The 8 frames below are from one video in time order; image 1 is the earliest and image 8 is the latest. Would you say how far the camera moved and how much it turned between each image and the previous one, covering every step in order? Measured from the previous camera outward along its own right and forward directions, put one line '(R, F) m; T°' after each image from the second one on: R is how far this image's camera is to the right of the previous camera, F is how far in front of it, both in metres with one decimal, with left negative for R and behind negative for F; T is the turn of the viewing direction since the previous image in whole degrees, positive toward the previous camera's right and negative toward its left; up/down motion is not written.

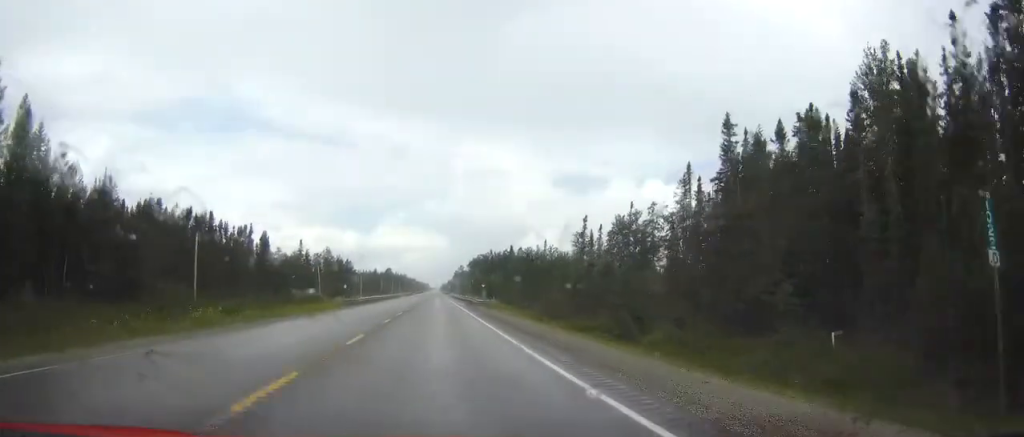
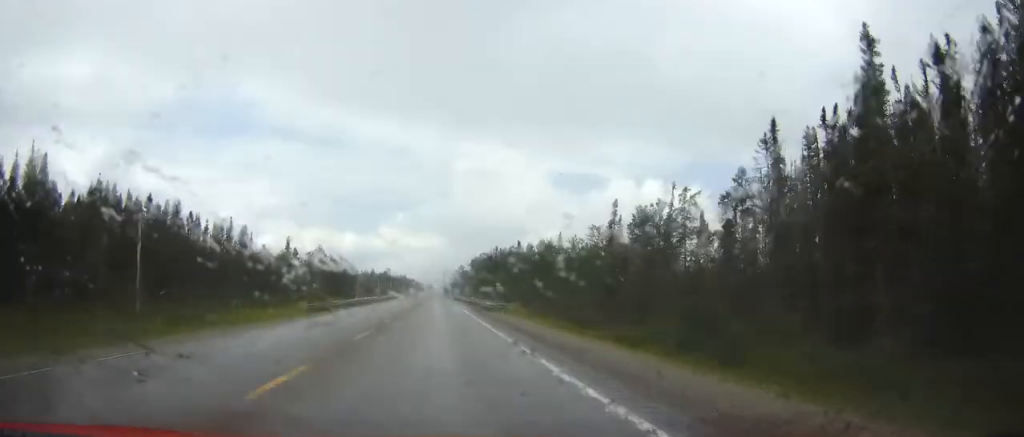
(0.0, +16.6) m; 0°
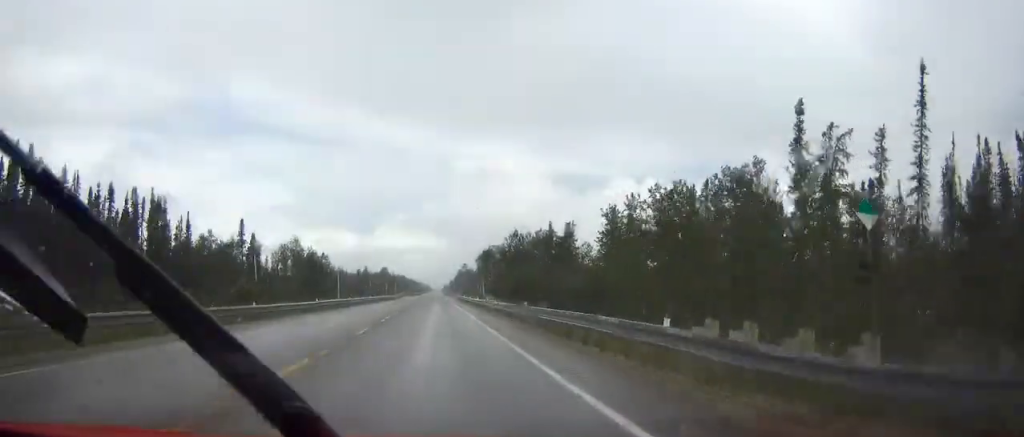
(-0.2, +43.5) m; 0°
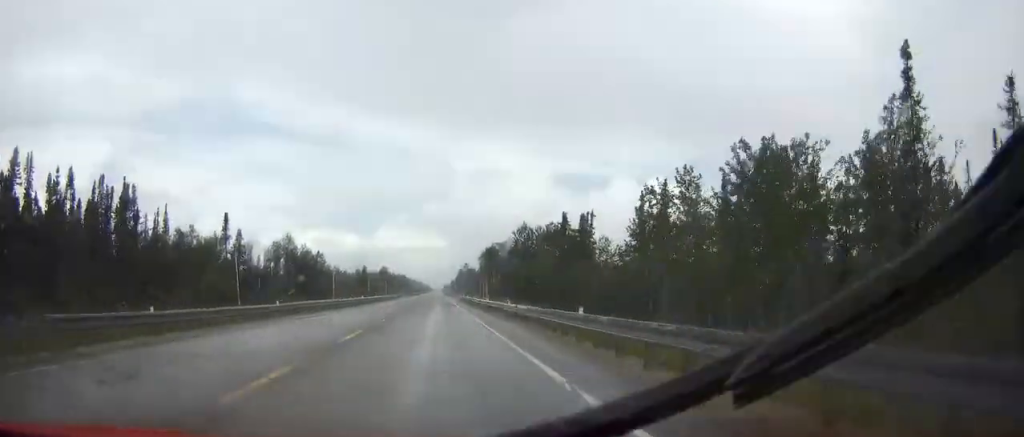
(0.0, +11.1) m; 0°
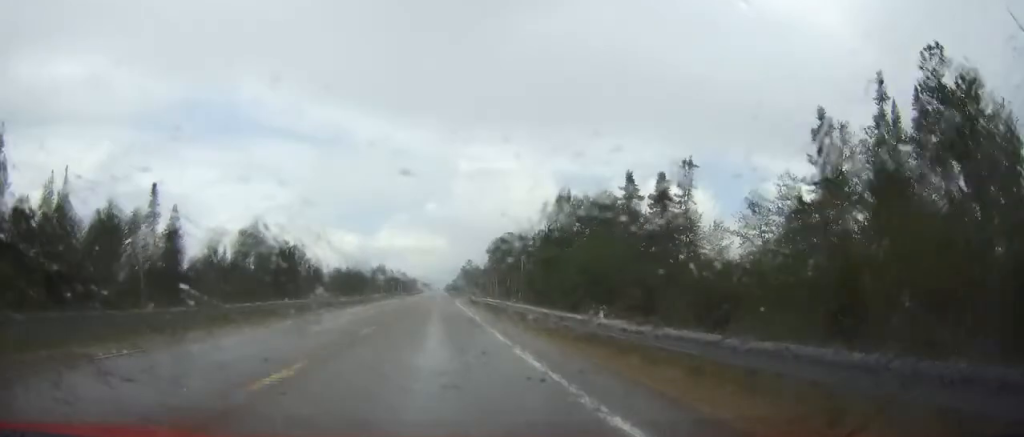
(+0.1, +34.4) m; 0°
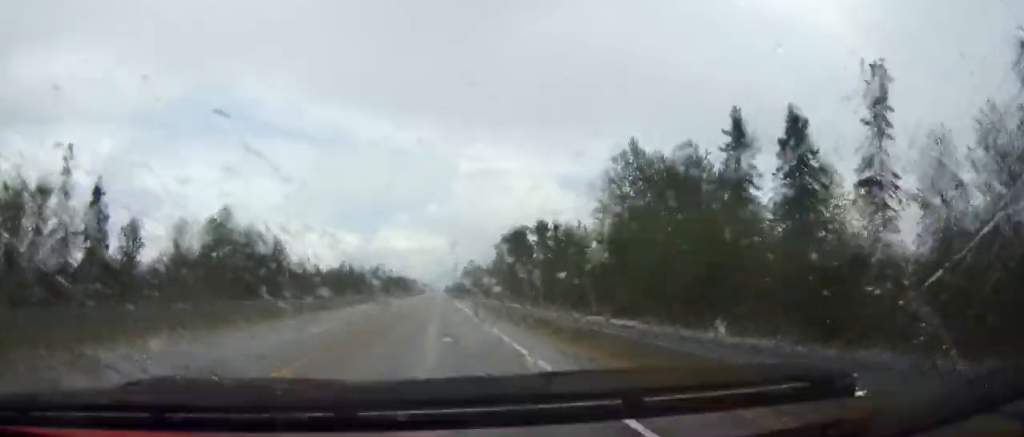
(+0.1, +25.2) m; 0°
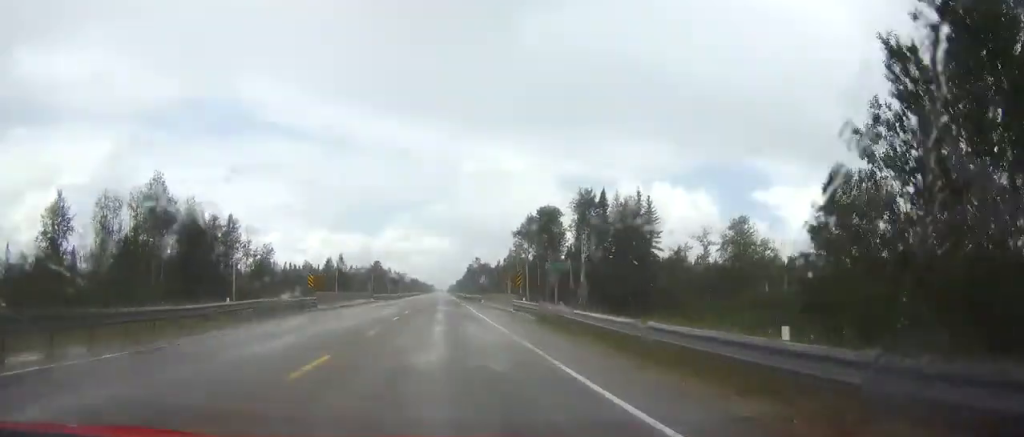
(-0.1, +35.5) m; 0°
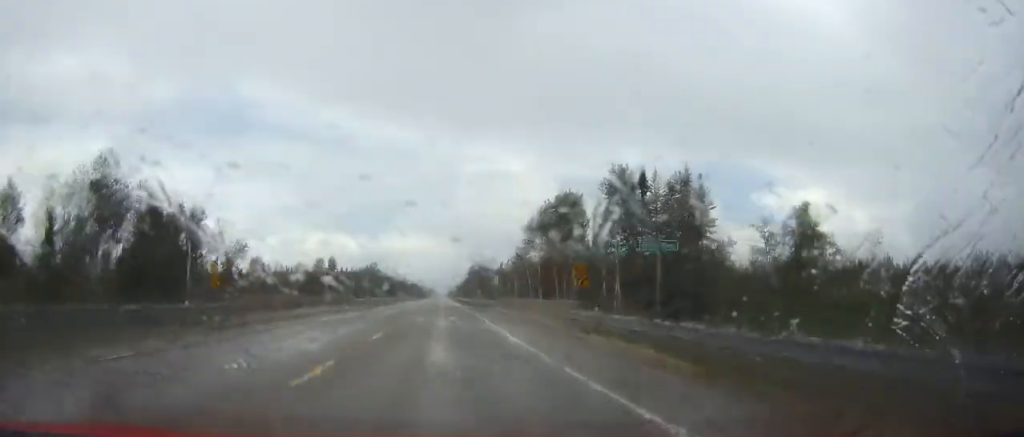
(0.0, +17.8) m; 0°
